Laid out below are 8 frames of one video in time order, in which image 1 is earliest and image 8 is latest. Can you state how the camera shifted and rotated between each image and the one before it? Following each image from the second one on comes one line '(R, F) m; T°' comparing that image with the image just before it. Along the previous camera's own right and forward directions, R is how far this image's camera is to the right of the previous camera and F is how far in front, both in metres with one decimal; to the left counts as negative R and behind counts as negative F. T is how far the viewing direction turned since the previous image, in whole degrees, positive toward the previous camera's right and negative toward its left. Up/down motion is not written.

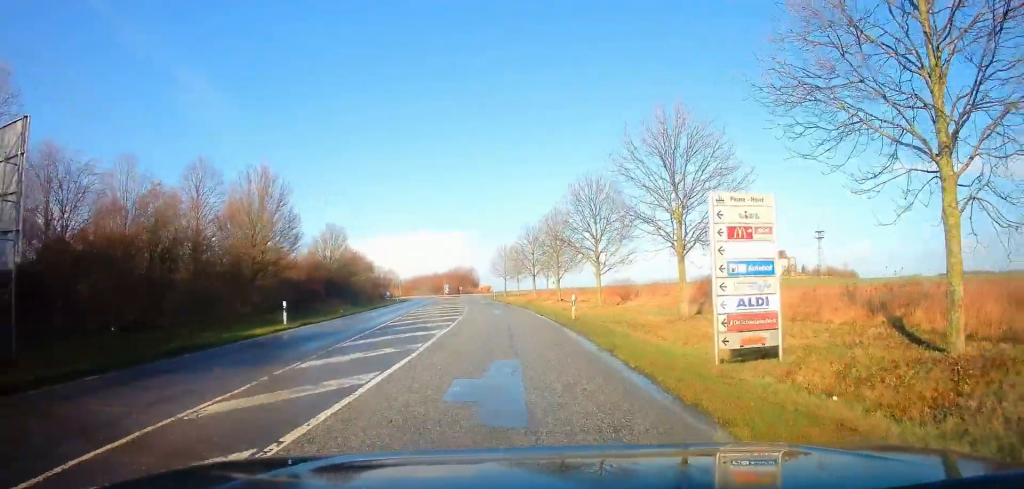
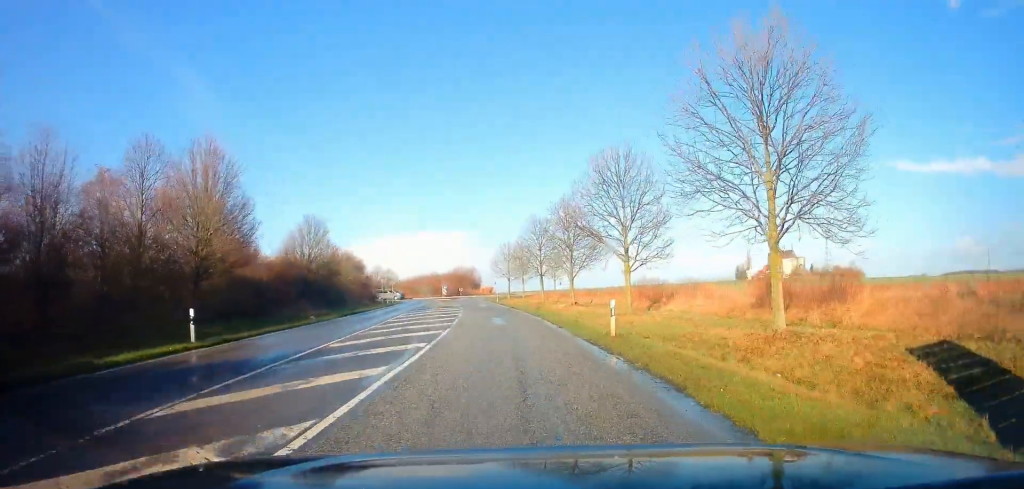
(+0.1, +8.0) m; -1°
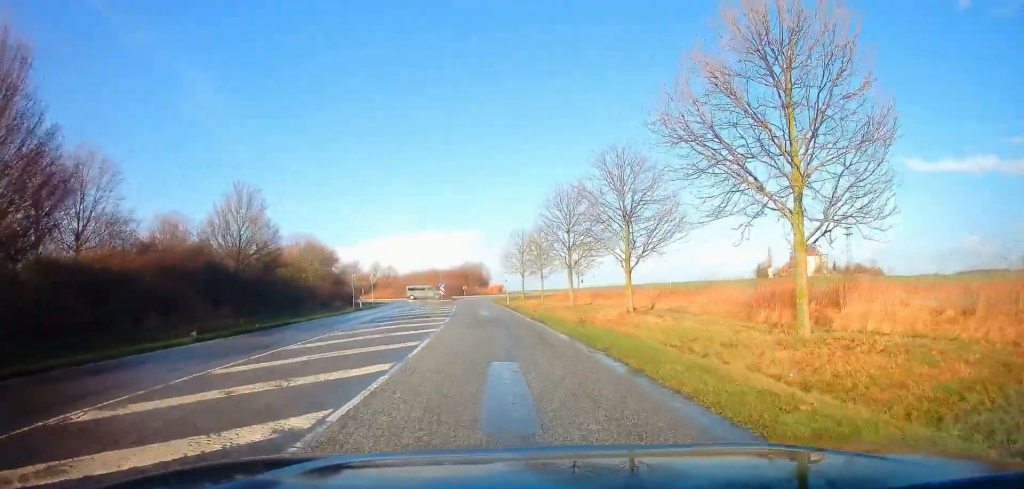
(-0.3, +16.8) m; 0°
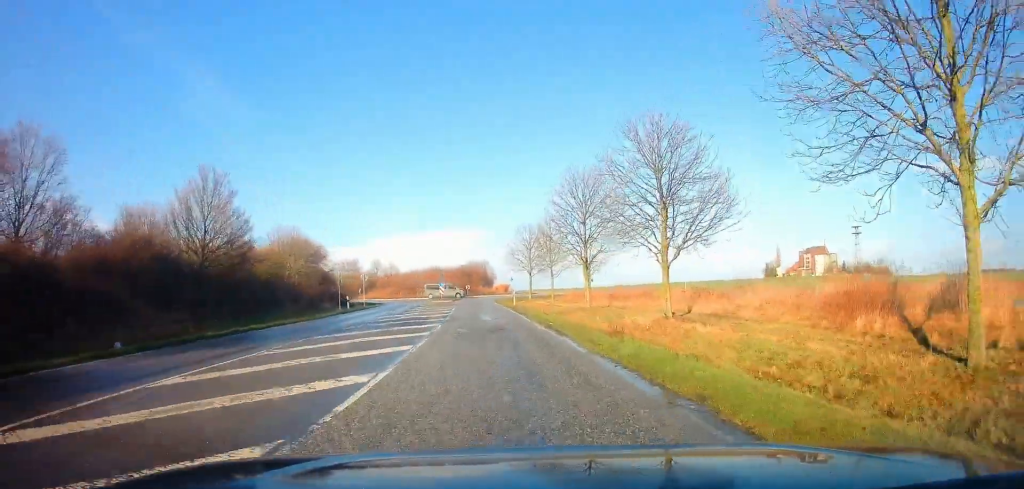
(+0.1, +5.5) m; 0°
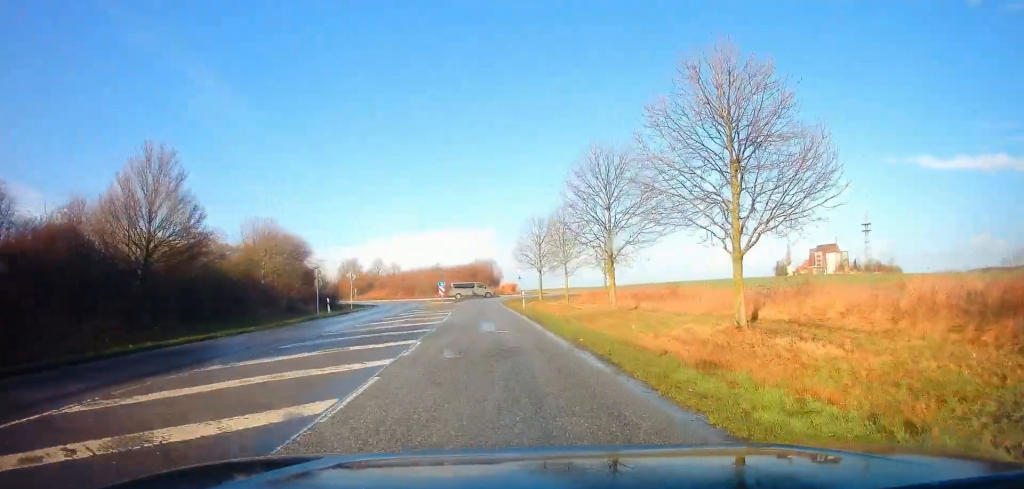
(+0.1, +6.4) m; -1°
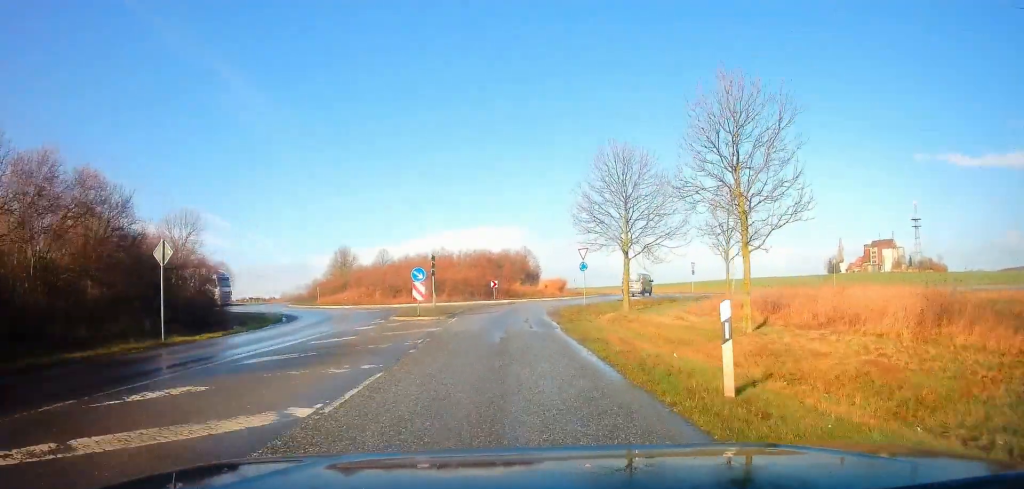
(-1.2, +28.9) m; -4°
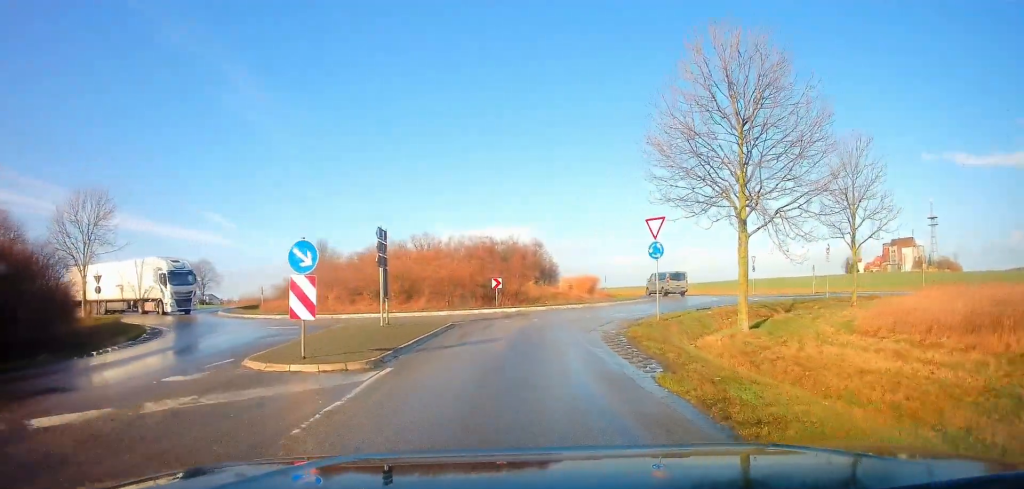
(0.0, +14.3) m; +2°
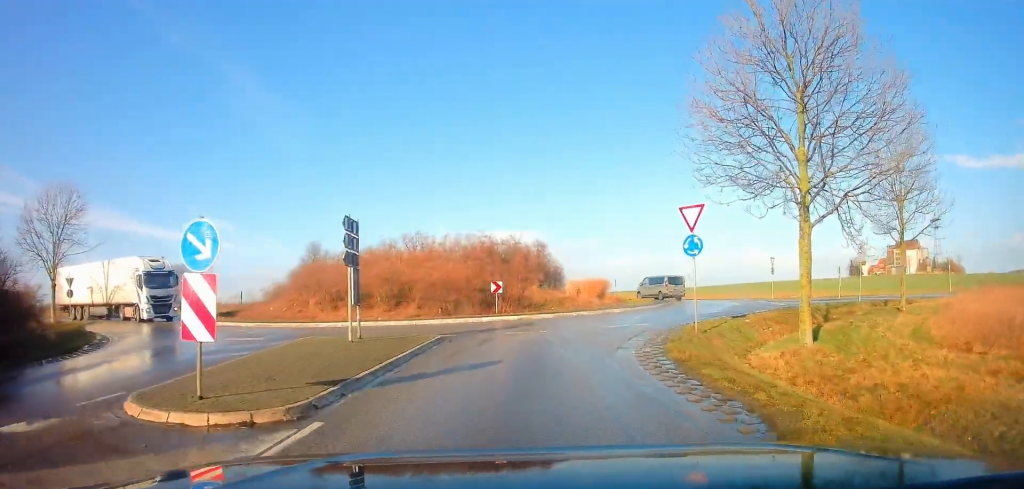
(+0.1, +3.6) m; +2°
